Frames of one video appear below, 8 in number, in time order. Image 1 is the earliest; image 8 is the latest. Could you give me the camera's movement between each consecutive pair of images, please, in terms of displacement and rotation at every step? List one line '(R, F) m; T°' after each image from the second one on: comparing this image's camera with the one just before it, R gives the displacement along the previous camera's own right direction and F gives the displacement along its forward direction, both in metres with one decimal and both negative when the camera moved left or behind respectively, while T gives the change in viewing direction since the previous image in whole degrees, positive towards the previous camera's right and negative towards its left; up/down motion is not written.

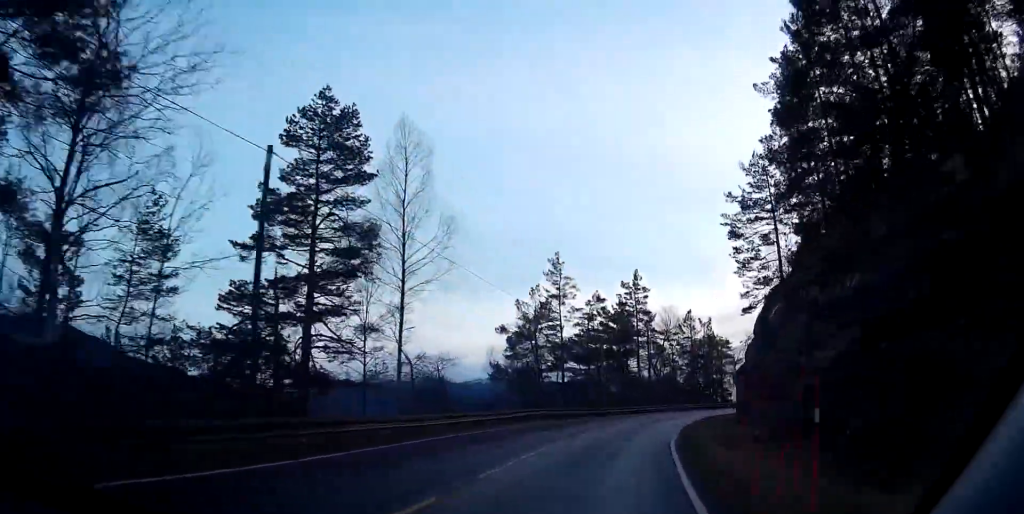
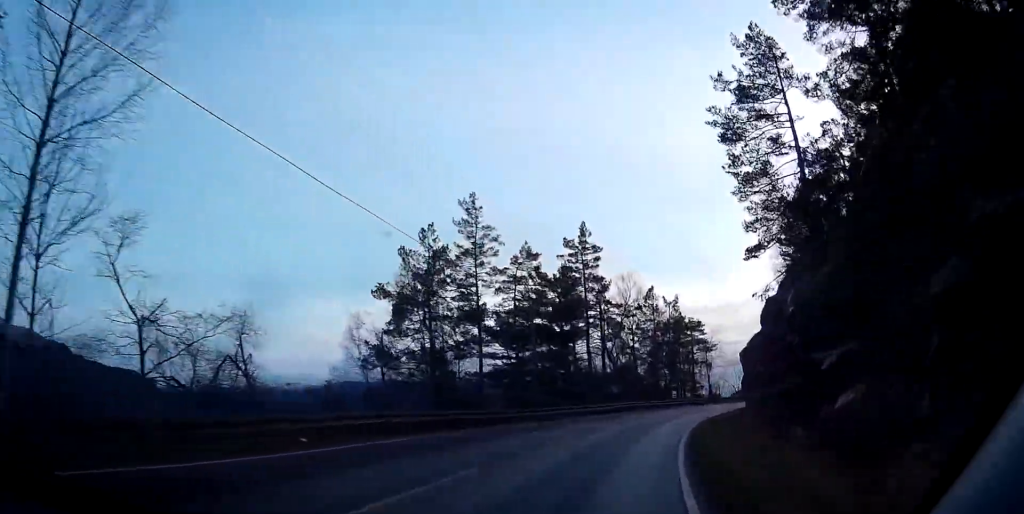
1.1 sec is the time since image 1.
(+0.1, +19.8) m; +4°
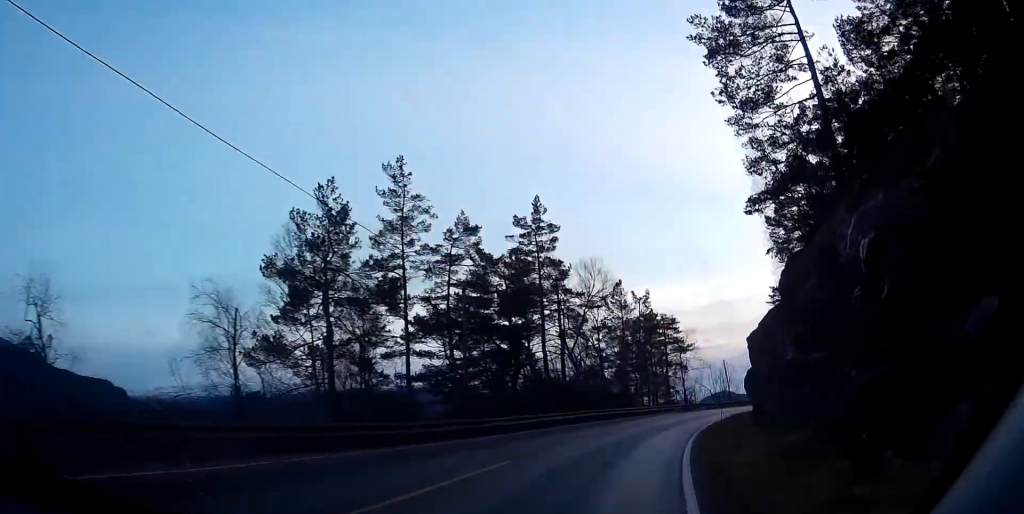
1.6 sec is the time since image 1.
(+0.5, +9.3) m; +3°
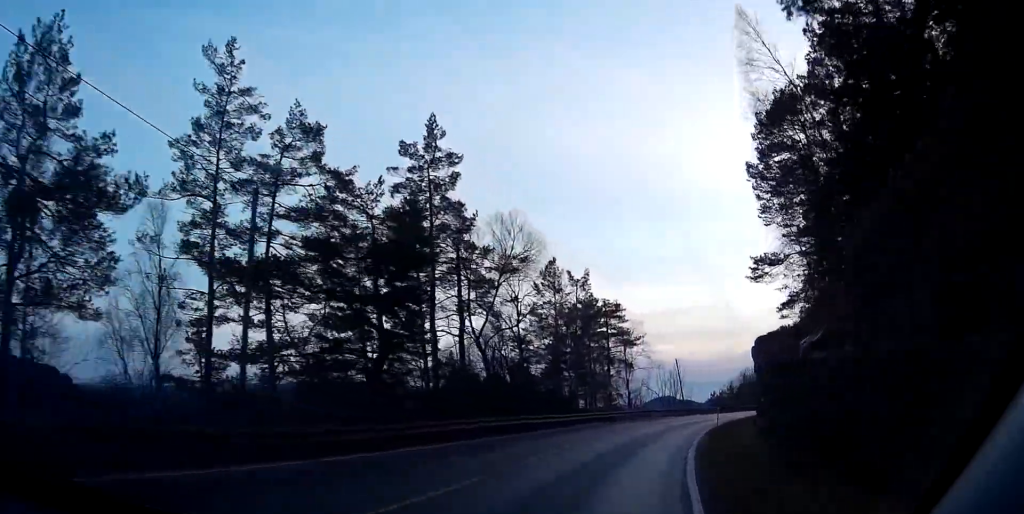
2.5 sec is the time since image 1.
(+0.7, +14.7) m; +6°
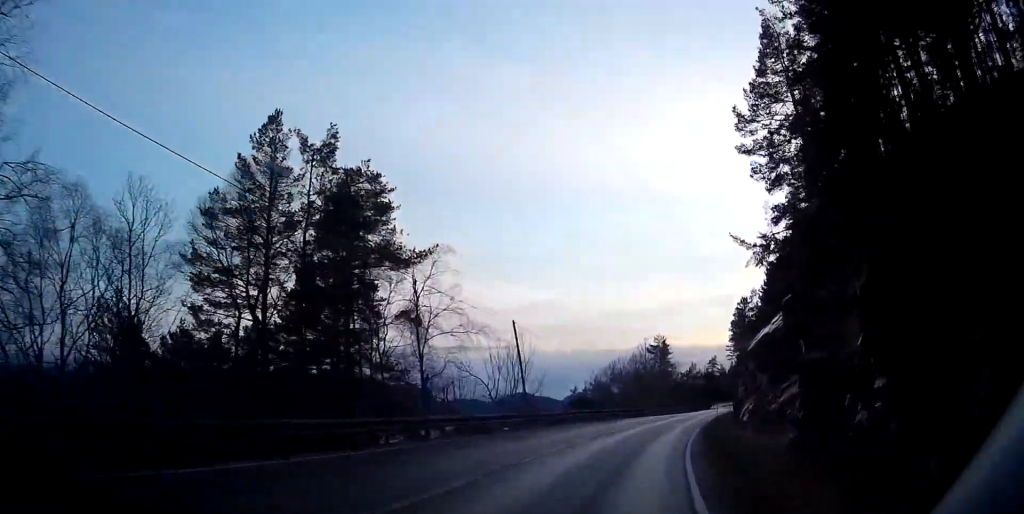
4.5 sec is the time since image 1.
(+4.1, +35.6) m; +13°
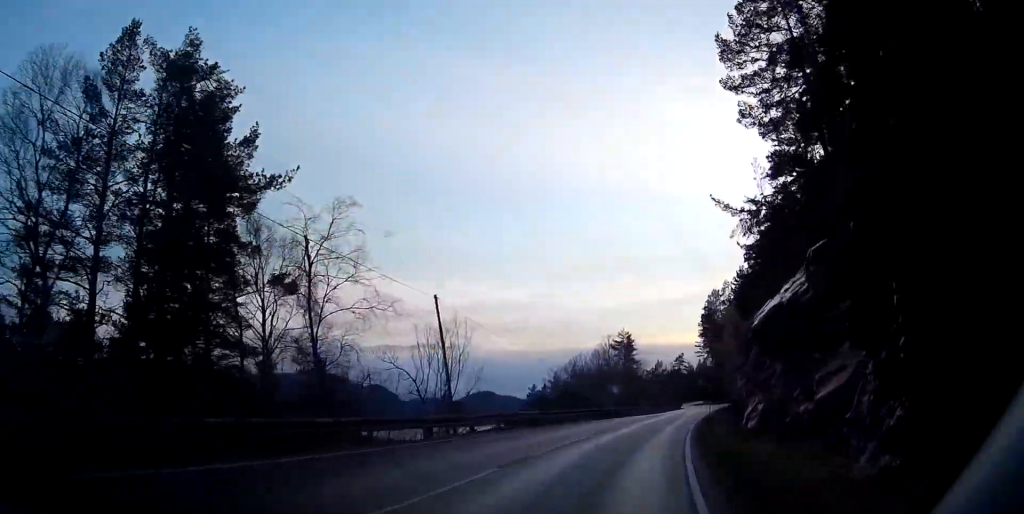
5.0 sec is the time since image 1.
(+0.2, +10.2) m; +4°
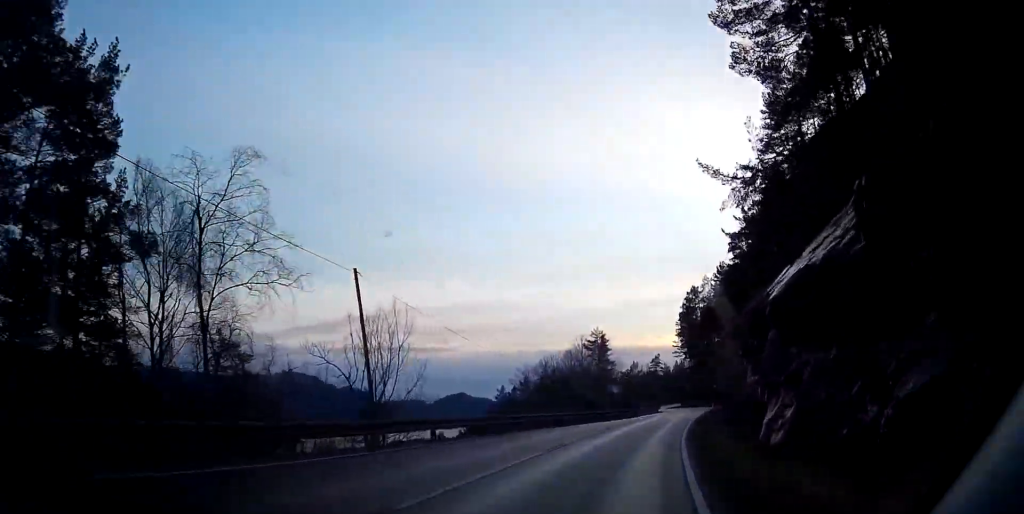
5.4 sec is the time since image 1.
(+0.2, +7.2) m; +2°
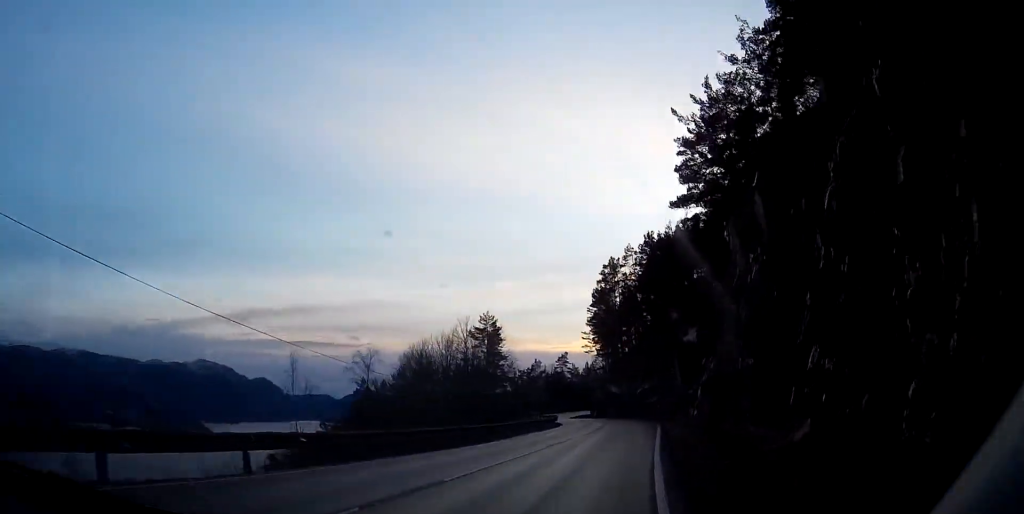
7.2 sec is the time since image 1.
(+2.3, +31.4) m; +8°
